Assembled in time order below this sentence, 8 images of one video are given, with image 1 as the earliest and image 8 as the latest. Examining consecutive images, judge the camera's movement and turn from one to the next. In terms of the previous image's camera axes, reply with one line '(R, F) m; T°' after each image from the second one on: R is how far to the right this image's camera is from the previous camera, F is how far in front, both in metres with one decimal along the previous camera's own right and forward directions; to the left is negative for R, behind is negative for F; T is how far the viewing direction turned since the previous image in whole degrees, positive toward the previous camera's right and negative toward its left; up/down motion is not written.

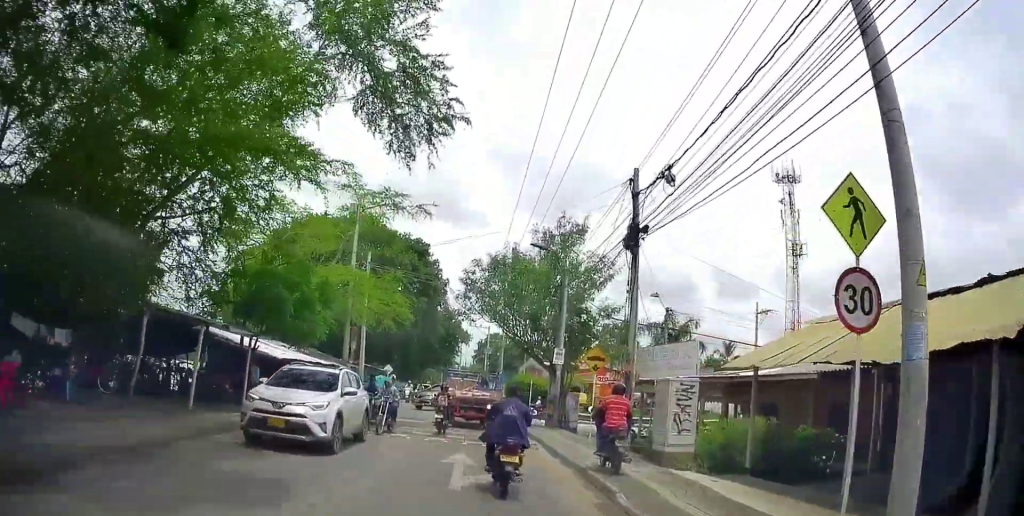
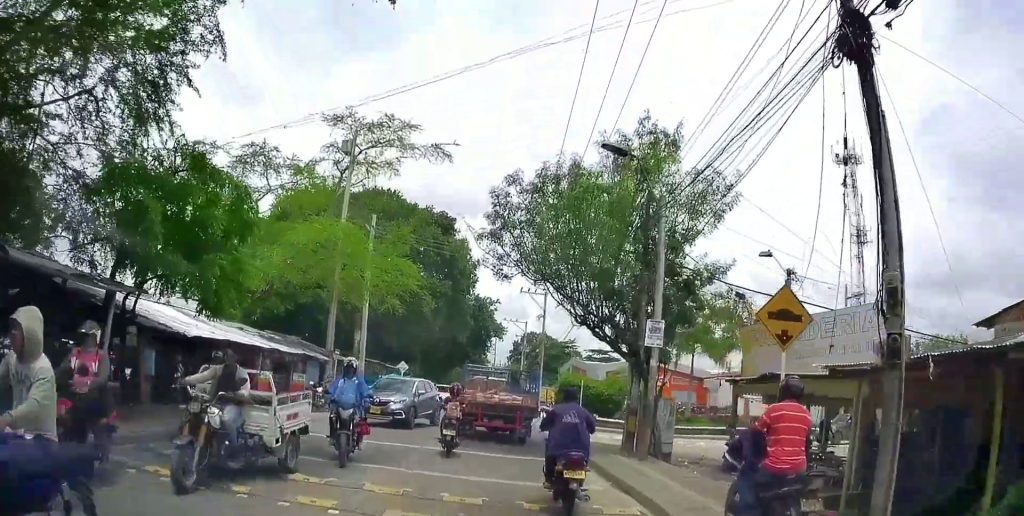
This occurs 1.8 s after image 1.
(+0.1, +9.8) m; +1°
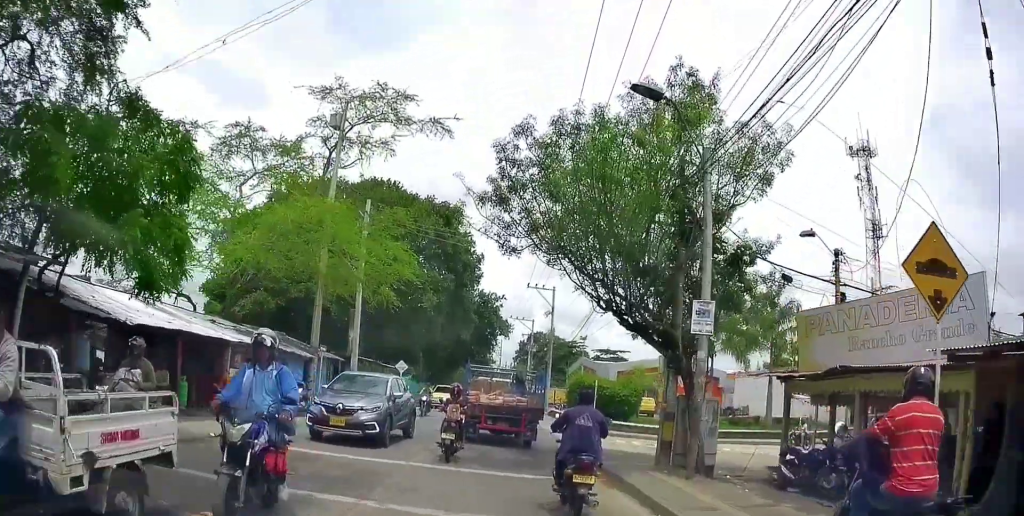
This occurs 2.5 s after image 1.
(0.0, +3.5) m; -1°
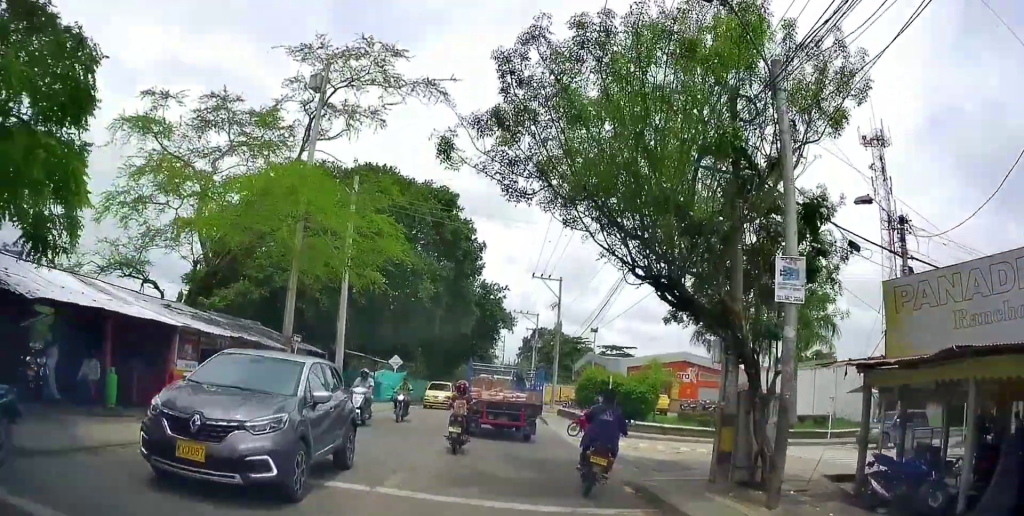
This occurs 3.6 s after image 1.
(-0.2, +4.8) m; -1°
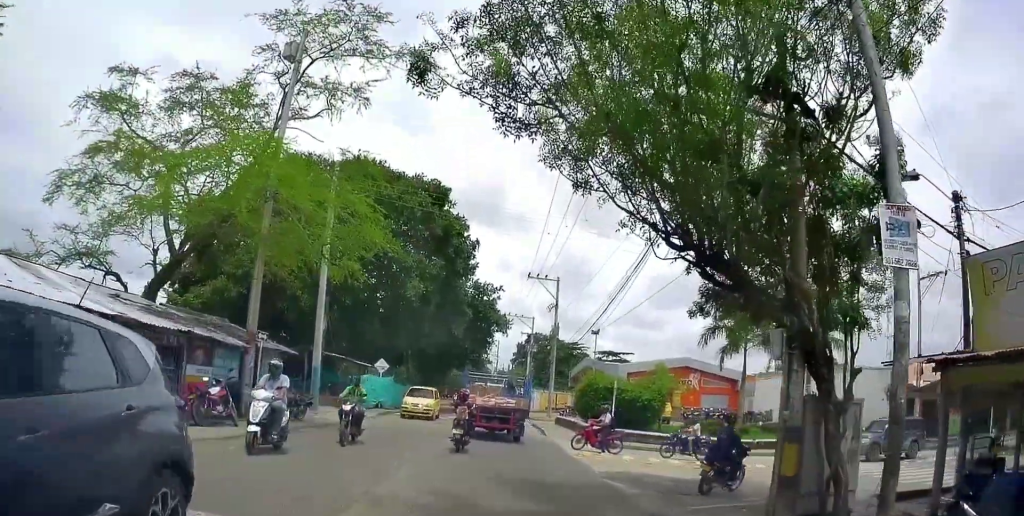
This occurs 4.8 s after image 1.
(+0.2, +3.8) m; +3°
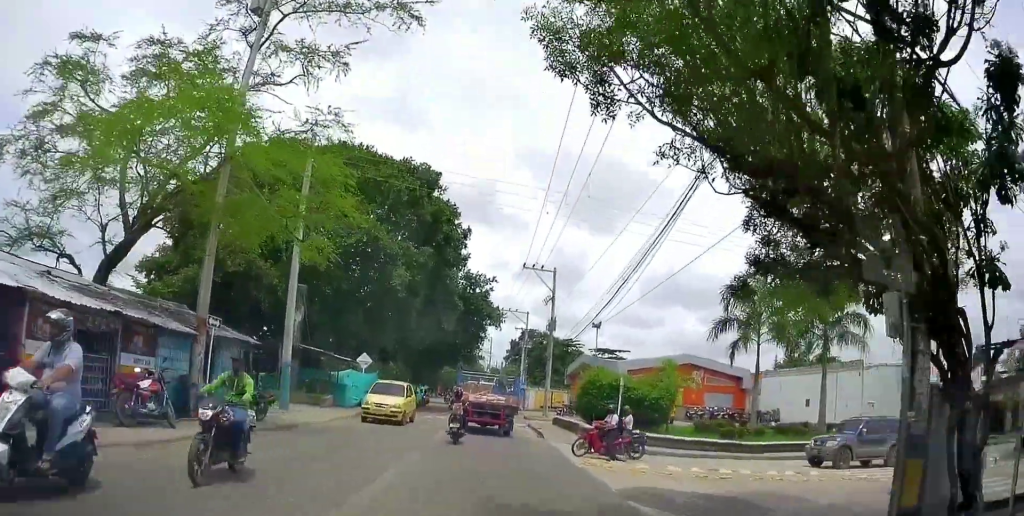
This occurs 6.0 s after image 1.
(-0.2, +2.7) m; -4°
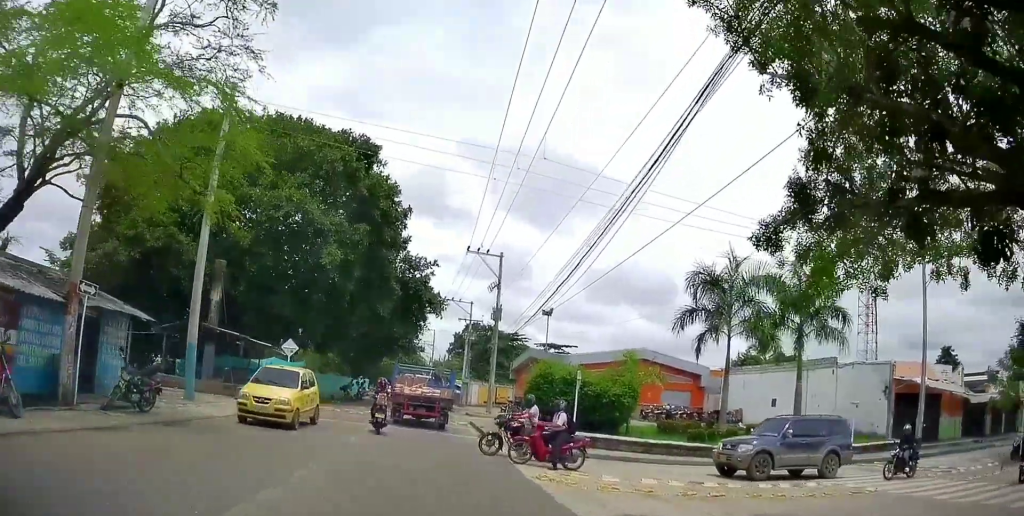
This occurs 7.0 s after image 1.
(+0.1, +2.3) m; +11°
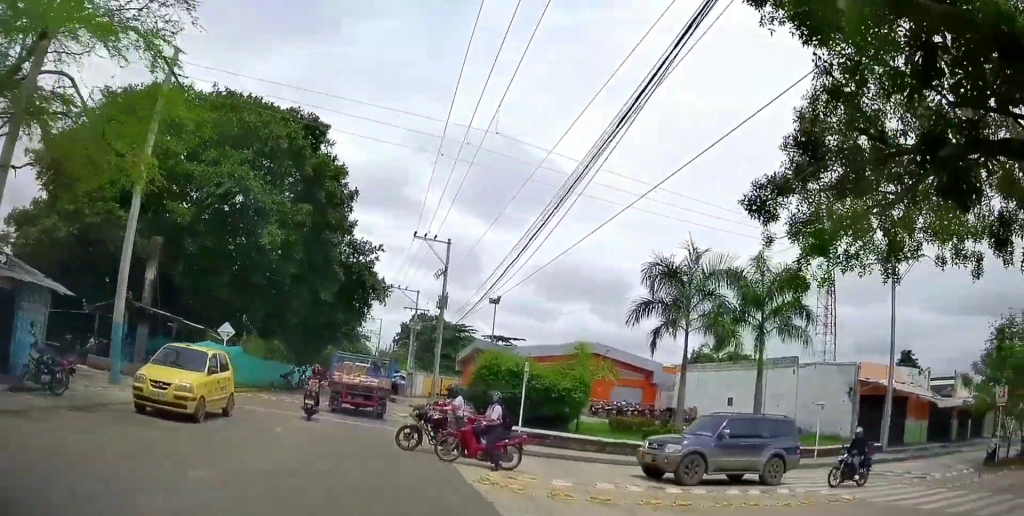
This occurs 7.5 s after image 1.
(+0.1, +1.1) m; +7°
